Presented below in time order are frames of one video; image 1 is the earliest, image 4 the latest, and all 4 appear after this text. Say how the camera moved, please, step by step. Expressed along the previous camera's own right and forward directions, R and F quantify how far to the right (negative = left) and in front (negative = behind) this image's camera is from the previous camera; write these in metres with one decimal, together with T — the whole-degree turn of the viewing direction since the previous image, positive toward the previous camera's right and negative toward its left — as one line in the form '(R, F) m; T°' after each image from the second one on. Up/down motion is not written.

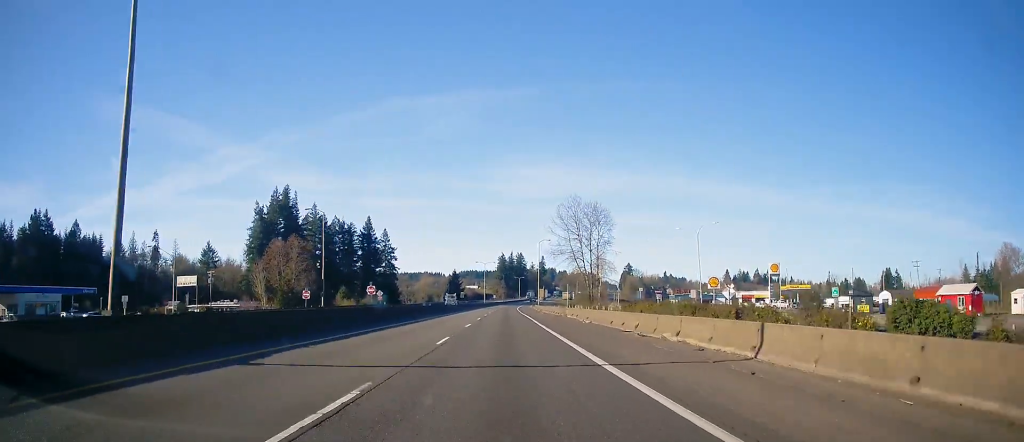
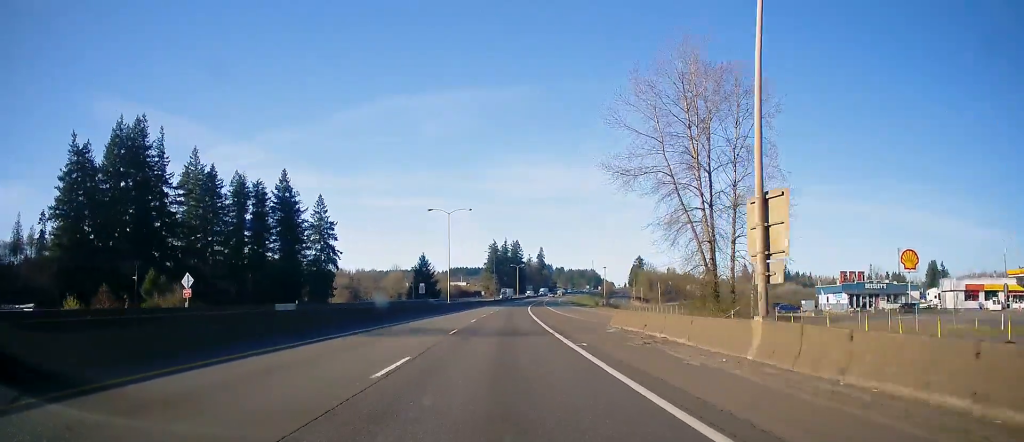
(+0.5, +93.1) m; +2°
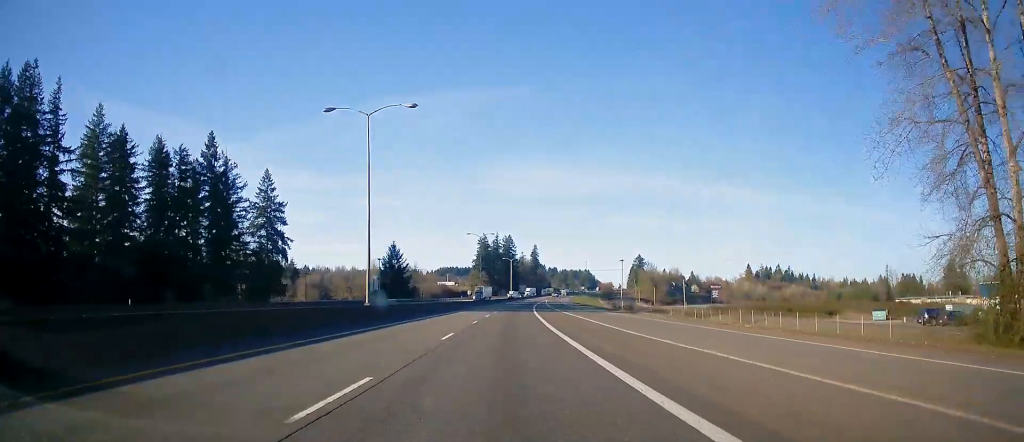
(+0.1, +39.8) m; 0°
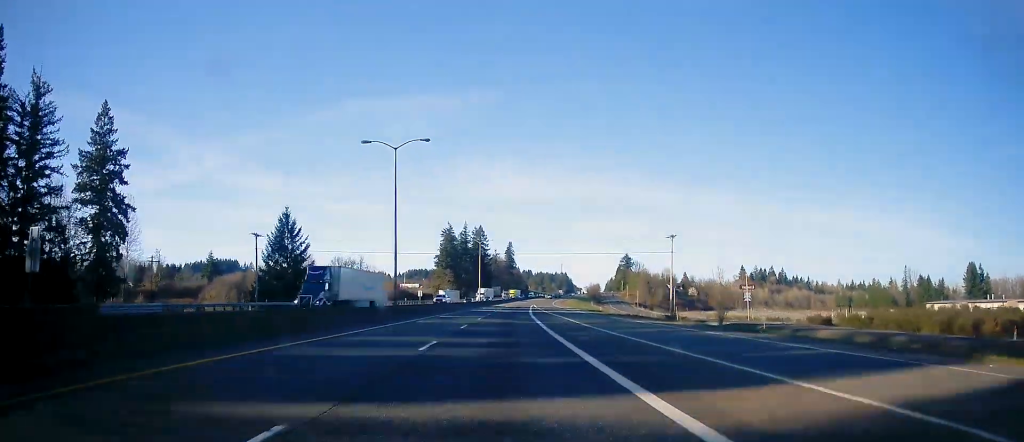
(+1.2, +64.1) m; +3°
